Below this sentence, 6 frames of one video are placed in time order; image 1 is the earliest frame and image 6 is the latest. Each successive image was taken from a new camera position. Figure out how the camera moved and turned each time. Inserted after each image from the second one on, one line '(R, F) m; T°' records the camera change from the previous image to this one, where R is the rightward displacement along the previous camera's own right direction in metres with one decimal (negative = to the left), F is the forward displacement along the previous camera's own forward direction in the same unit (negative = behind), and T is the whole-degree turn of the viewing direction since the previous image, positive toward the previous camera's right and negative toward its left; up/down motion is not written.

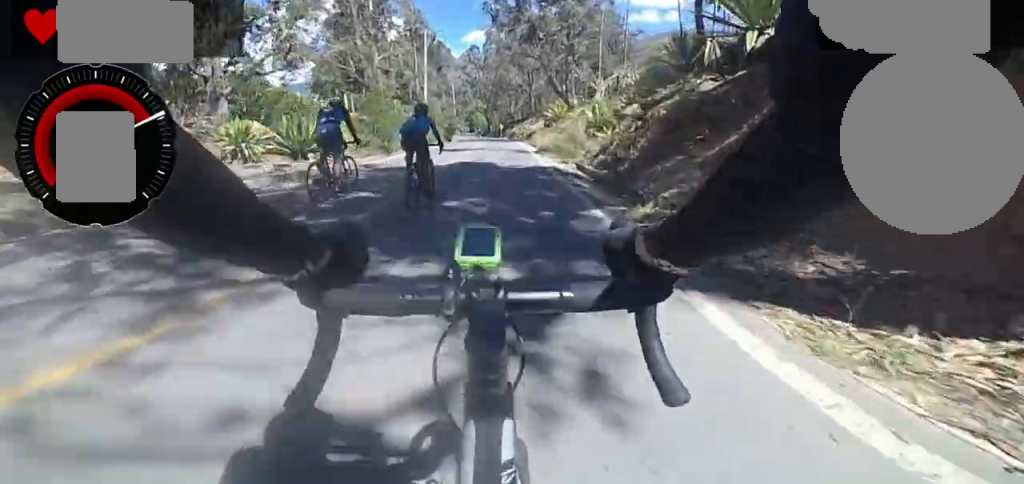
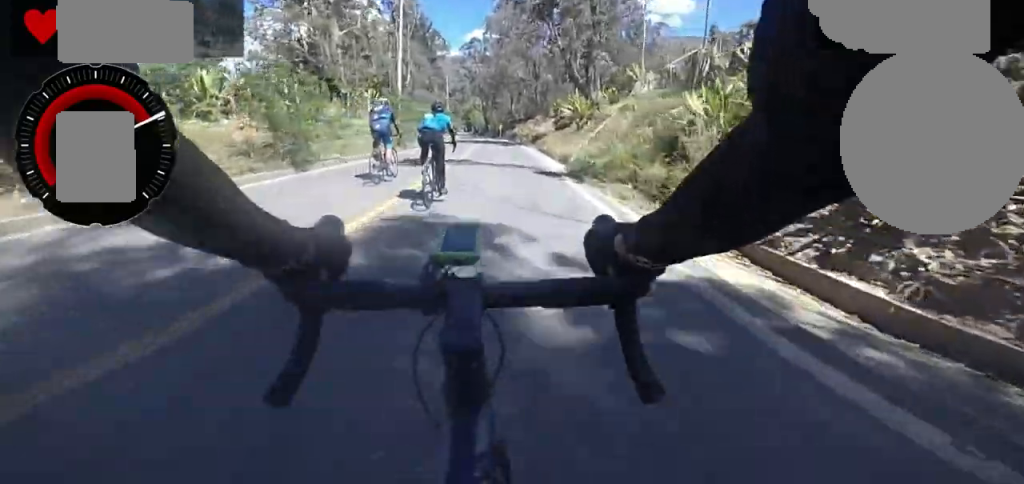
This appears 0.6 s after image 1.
(-0.5, +8.4) m; 0°
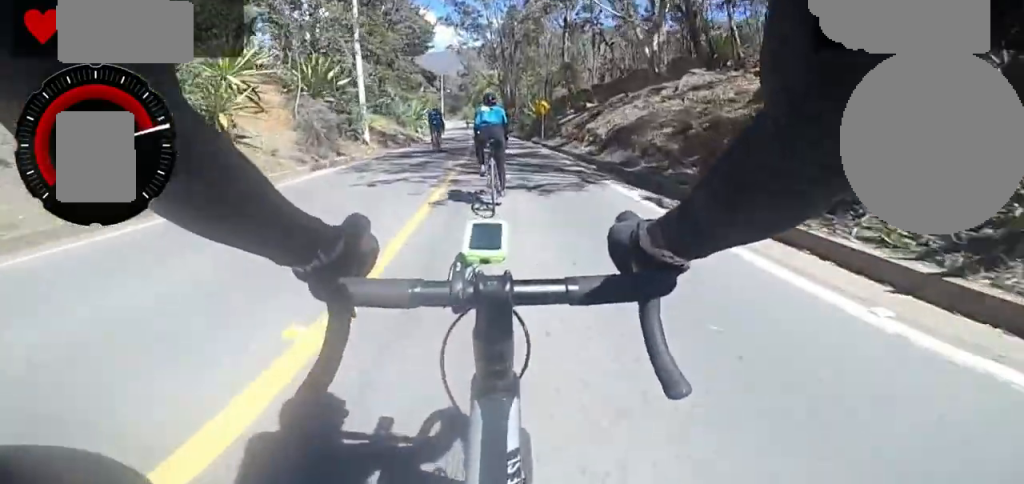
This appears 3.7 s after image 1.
(+0.7, +43.9) m; +1°
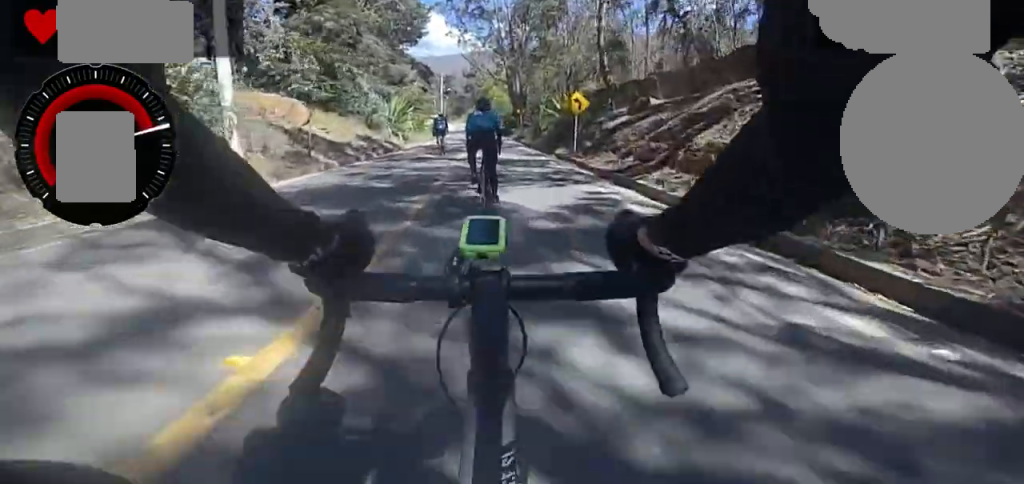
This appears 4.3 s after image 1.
(+0.6, +9.1) m; -1°
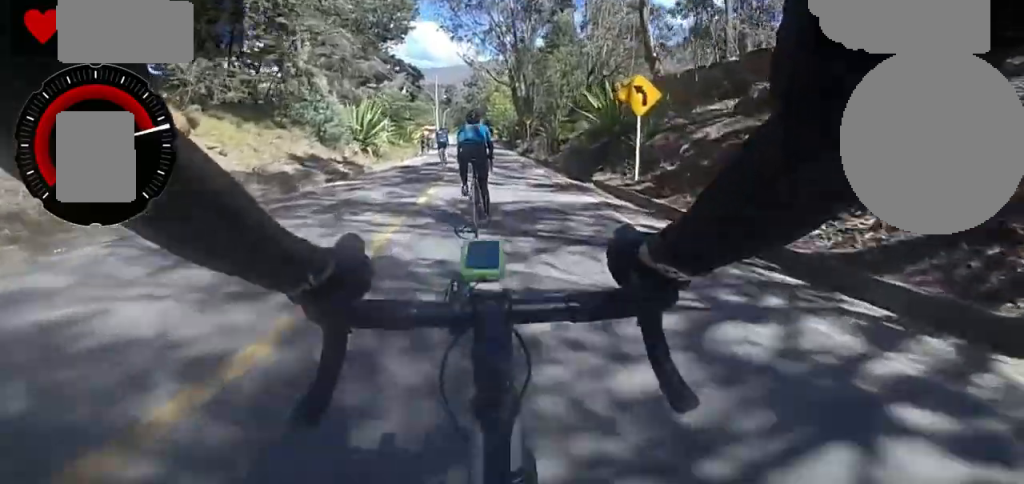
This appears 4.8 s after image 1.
(-0.8, +6.9) m; -2°
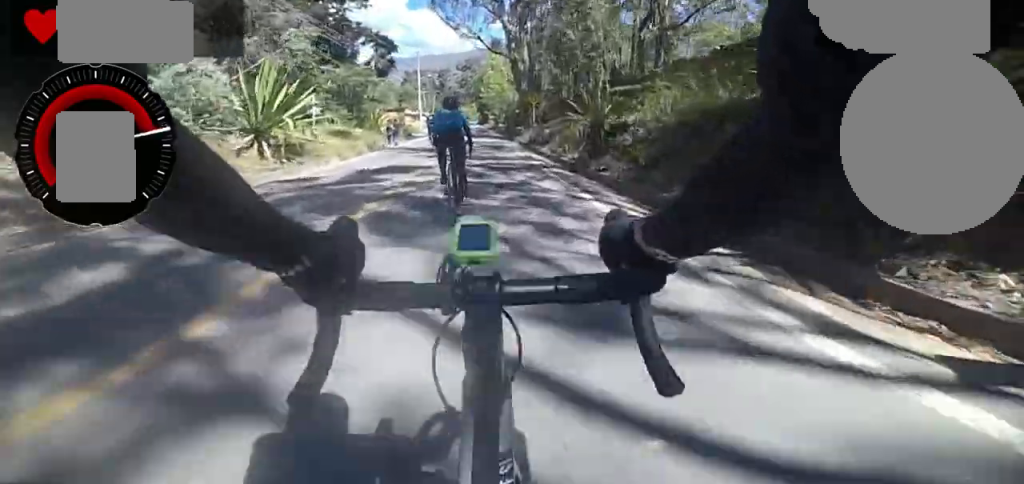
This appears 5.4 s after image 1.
(-0.4, +9.1) m; -2°
